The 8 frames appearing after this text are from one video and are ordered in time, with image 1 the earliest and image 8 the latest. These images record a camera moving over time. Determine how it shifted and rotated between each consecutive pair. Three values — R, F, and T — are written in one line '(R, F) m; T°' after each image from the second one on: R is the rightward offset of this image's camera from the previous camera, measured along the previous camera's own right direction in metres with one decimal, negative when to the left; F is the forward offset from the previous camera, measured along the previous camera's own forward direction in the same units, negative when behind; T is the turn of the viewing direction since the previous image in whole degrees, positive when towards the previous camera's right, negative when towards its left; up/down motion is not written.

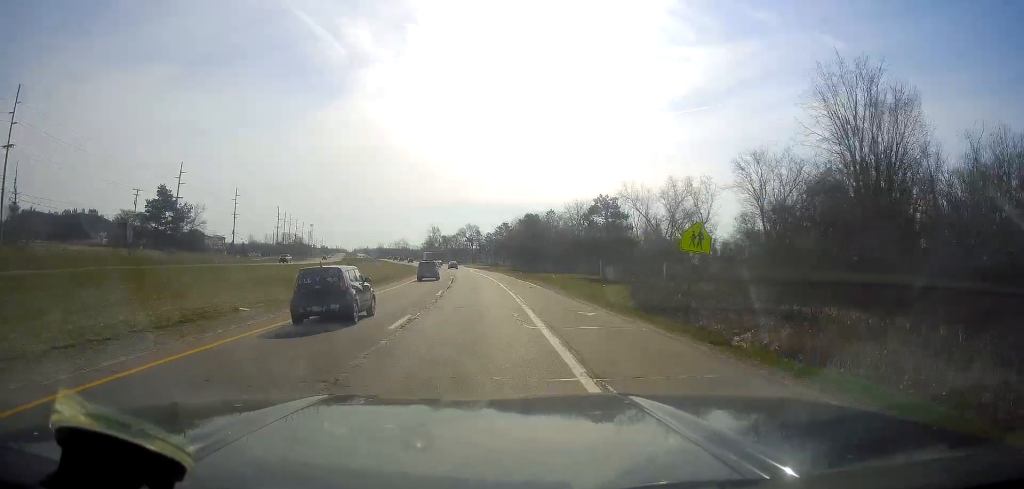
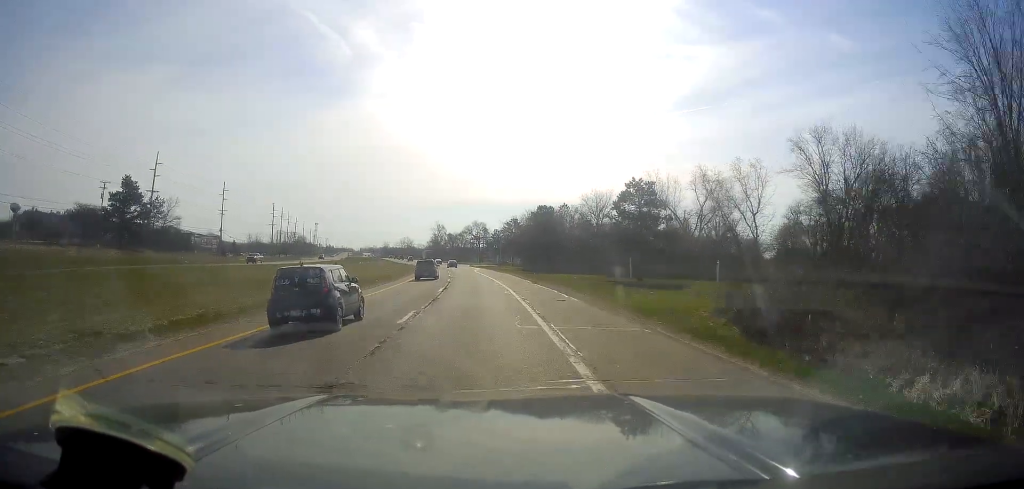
(+0.2, +13.8) m; 0°
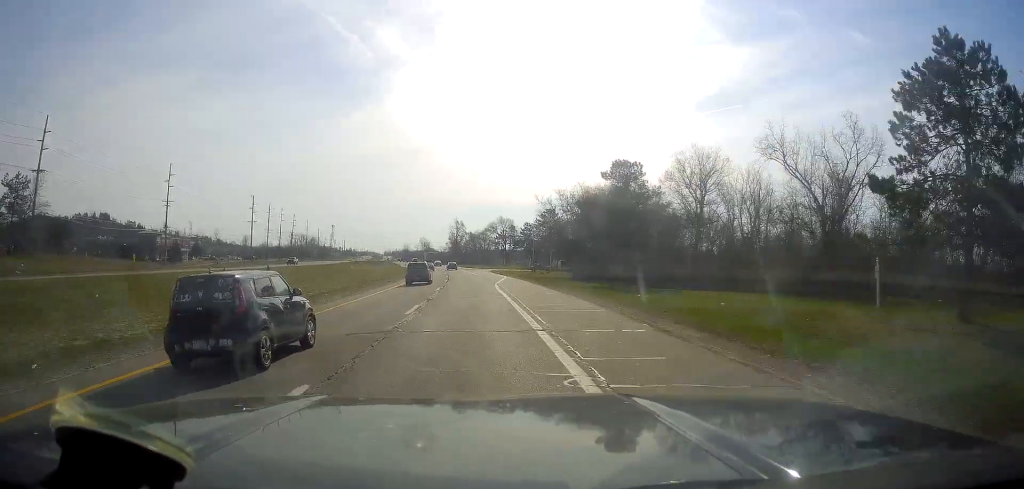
(-0.2, +42.6) m; -3°
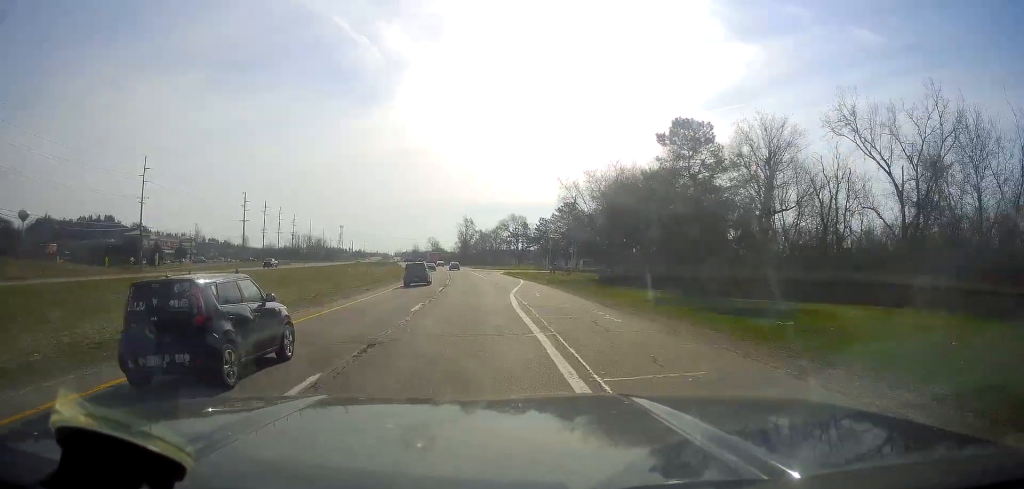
(-0.5, +14.2) m; -1°
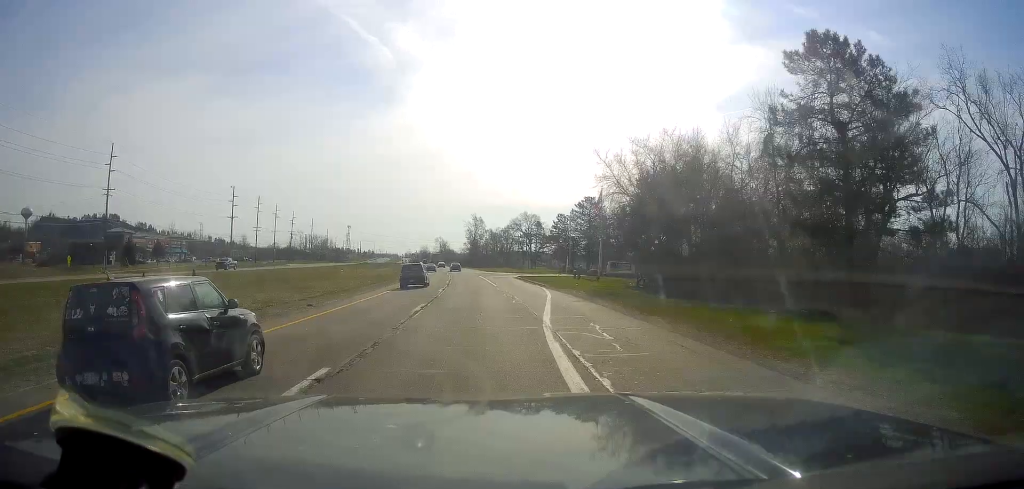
(-0.3, +15.1) m; -1°
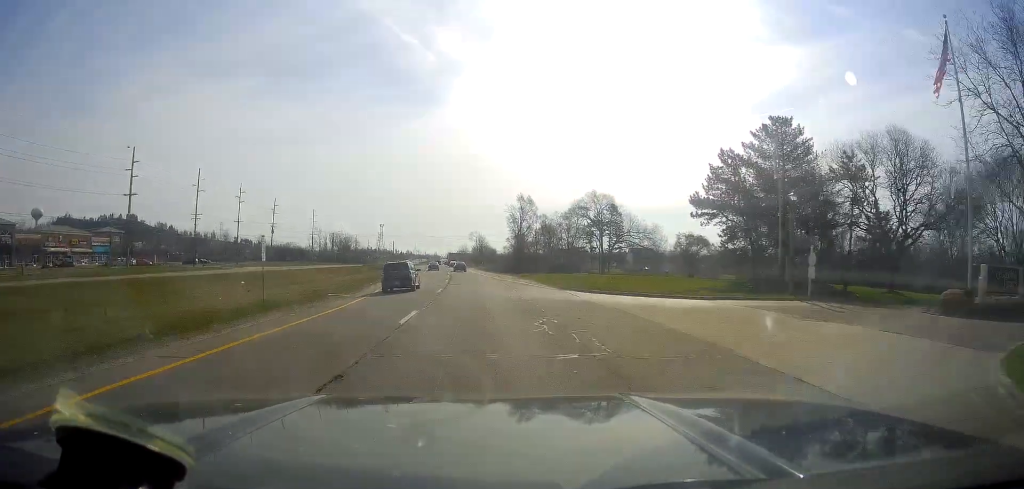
(-1.7, +64.6) m; -4°
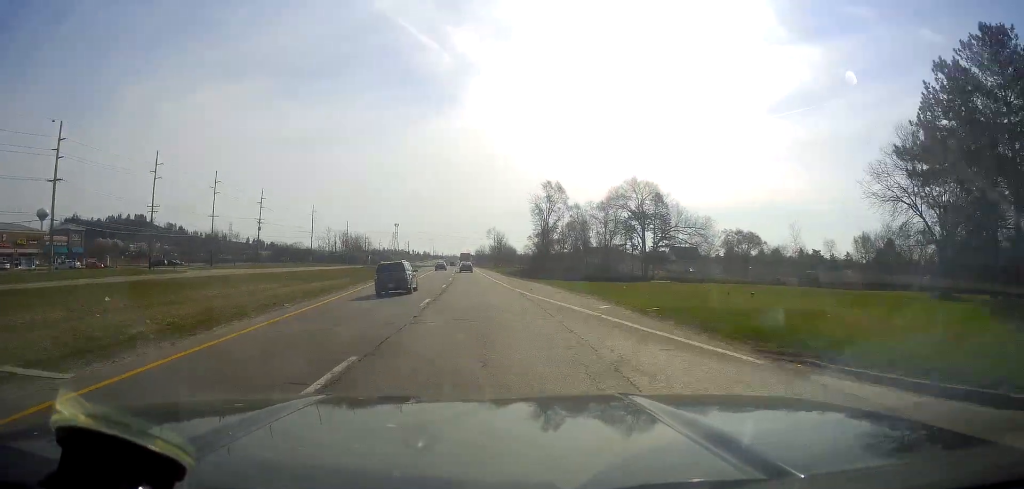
(-0.4, +24.8) m; -1°
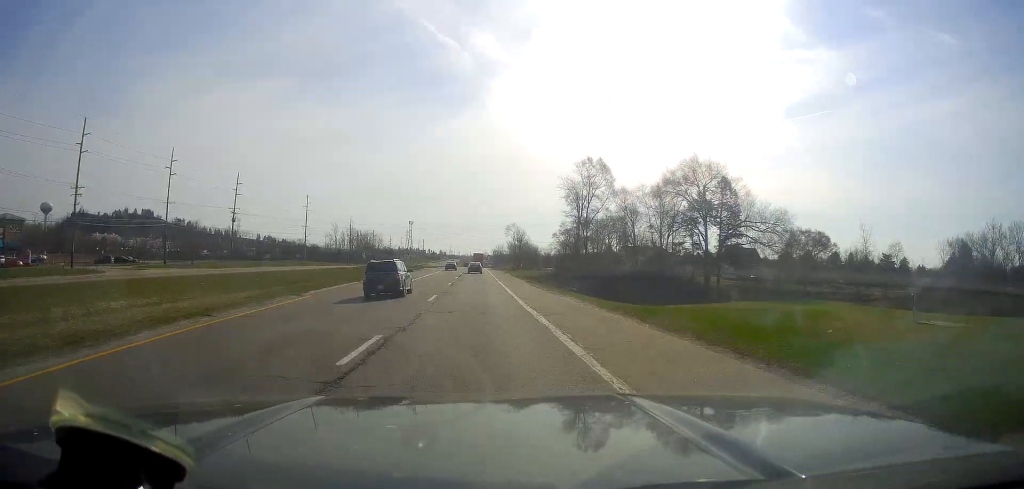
(-0.1, +27.6) m; -2°
